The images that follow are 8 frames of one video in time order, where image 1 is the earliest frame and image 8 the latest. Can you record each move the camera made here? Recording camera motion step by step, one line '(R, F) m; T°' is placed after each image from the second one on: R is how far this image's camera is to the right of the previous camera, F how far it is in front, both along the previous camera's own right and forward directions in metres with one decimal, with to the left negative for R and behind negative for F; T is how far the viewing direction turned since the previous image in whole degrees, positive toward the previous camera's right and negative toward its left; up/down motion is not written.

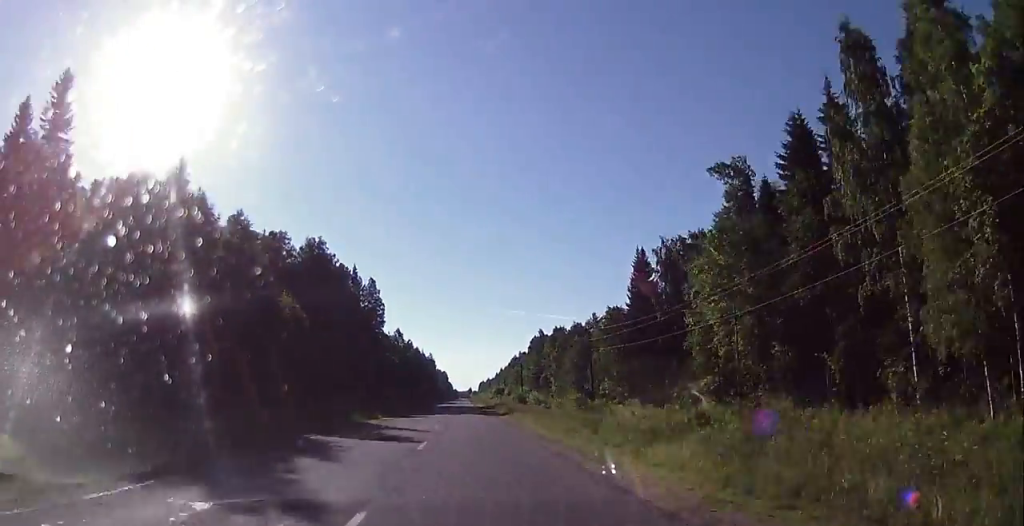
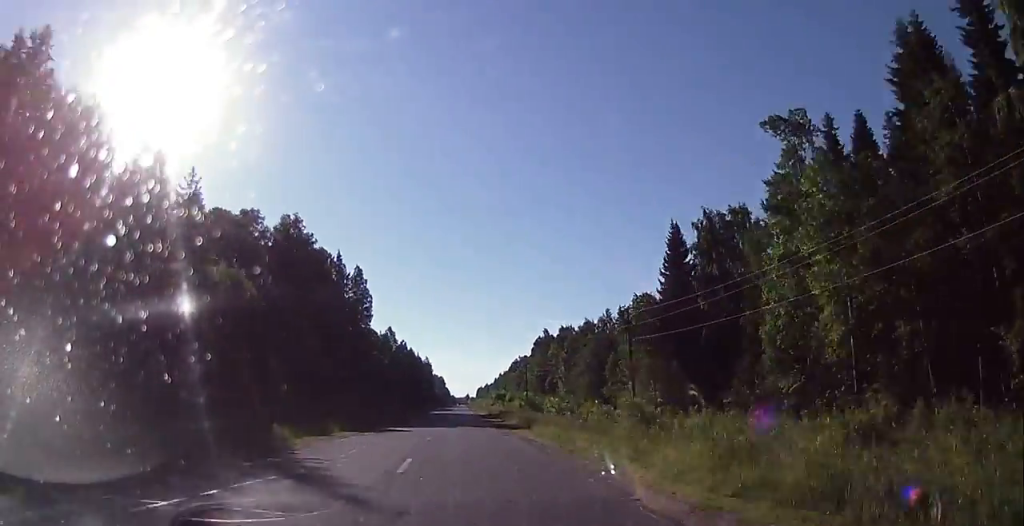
(+0.6, +16.8) m; 0°
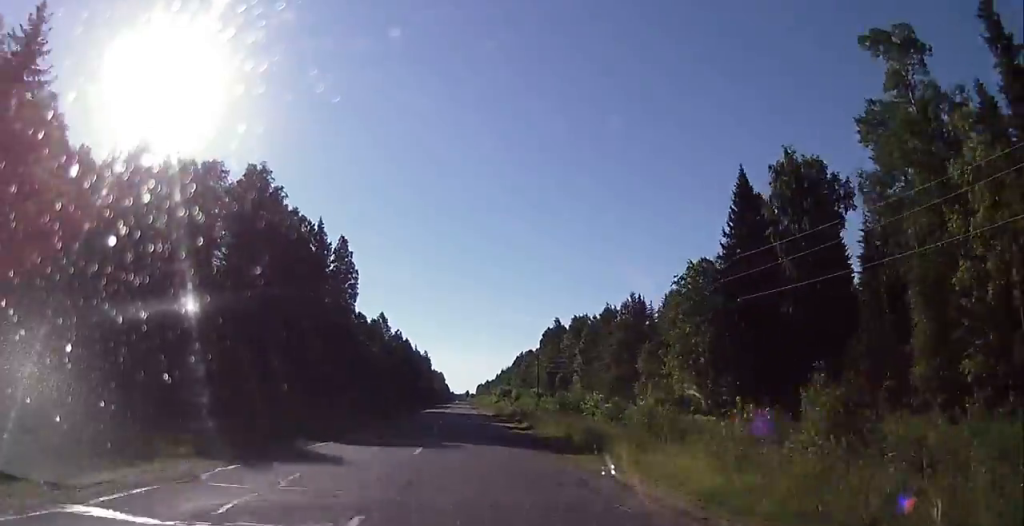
(0.0, +19.5) m; 0°
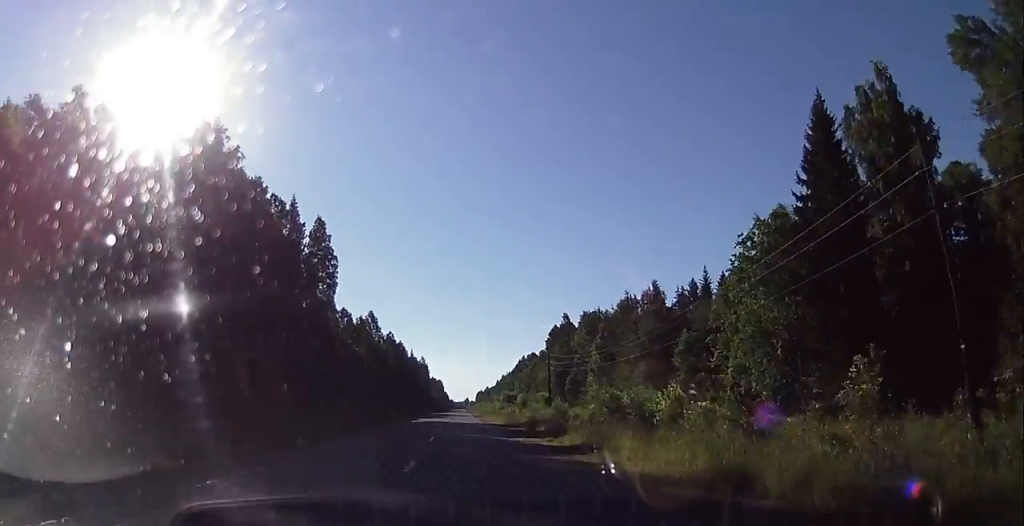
(-0.5, +15.7) m; 0°
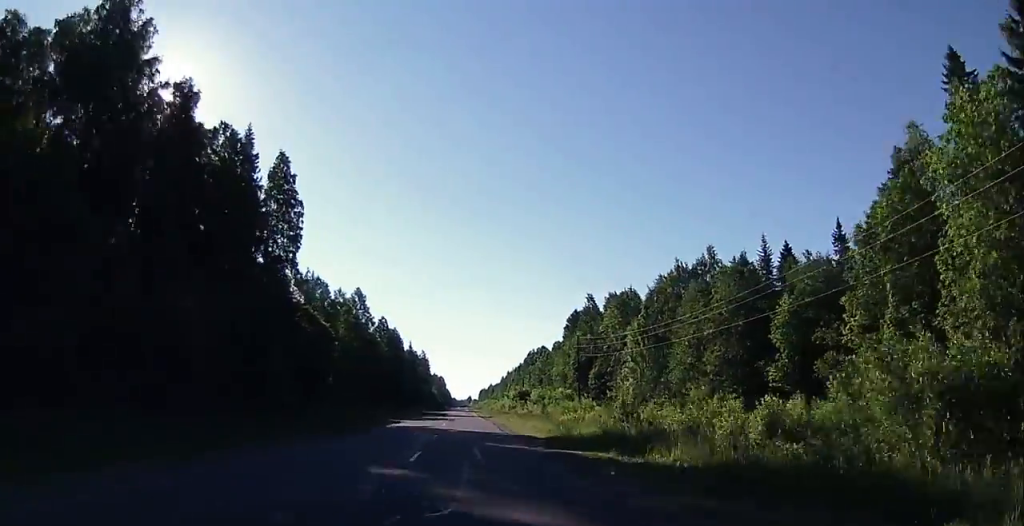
(+0.4, +23.0) m; 0°
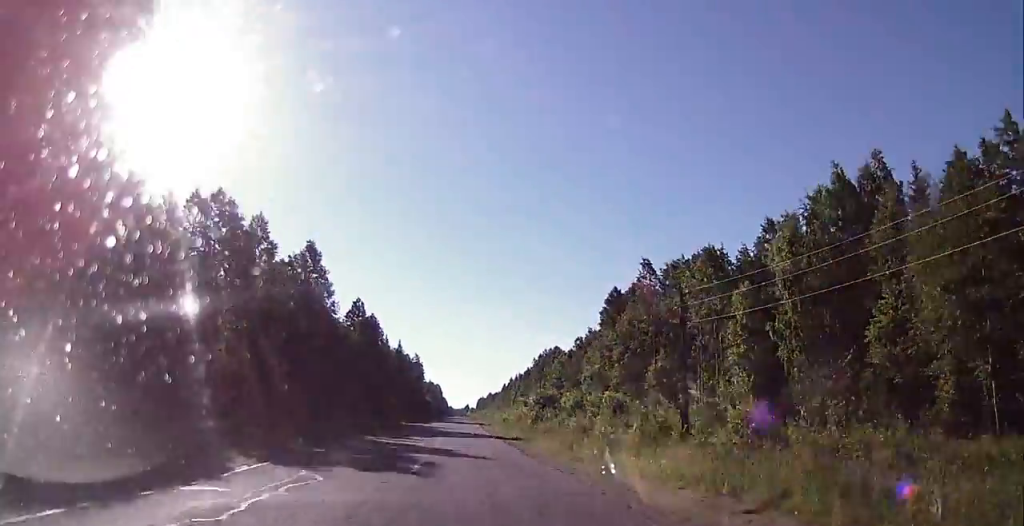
(-0.3, +37.5) m; 0°
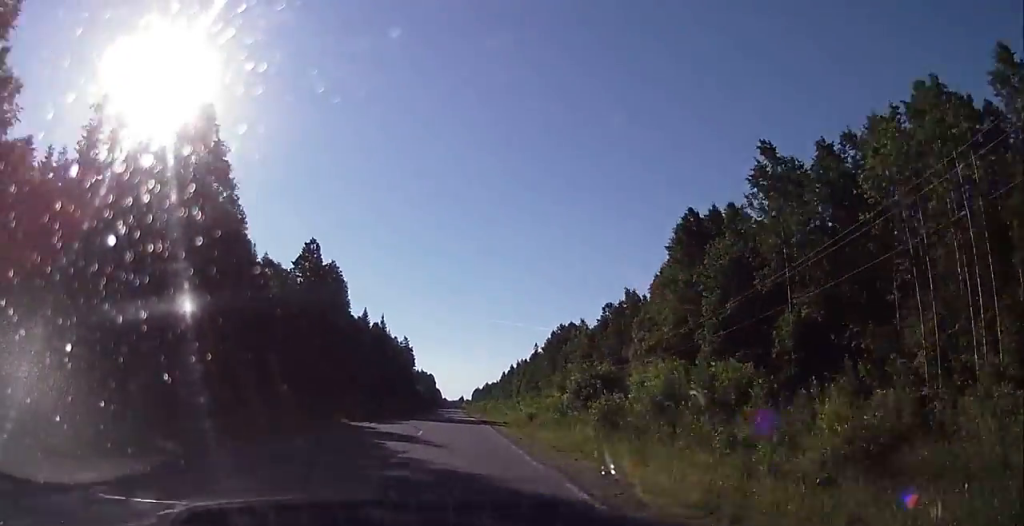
(+0.8, +35.4) m; +1°
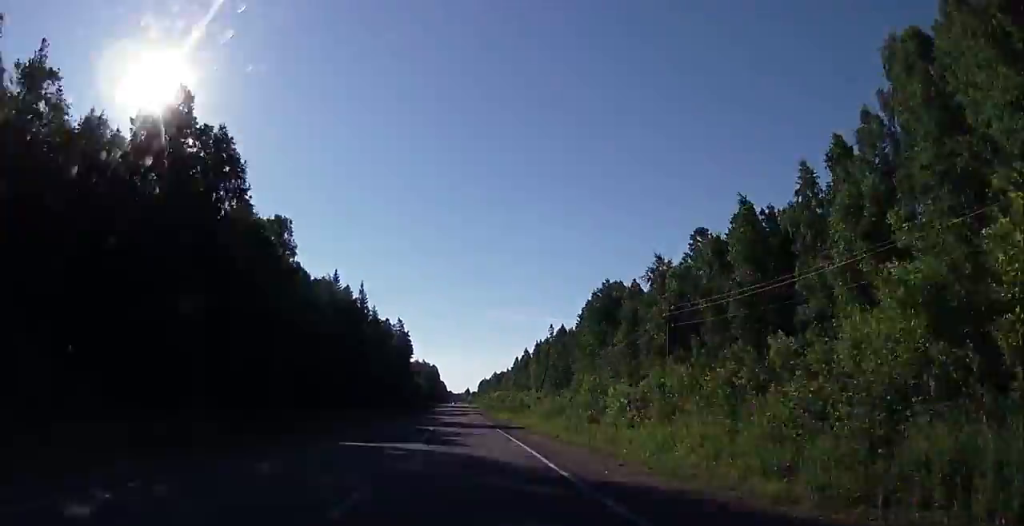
(-0.6, +42.9) m; -3°
